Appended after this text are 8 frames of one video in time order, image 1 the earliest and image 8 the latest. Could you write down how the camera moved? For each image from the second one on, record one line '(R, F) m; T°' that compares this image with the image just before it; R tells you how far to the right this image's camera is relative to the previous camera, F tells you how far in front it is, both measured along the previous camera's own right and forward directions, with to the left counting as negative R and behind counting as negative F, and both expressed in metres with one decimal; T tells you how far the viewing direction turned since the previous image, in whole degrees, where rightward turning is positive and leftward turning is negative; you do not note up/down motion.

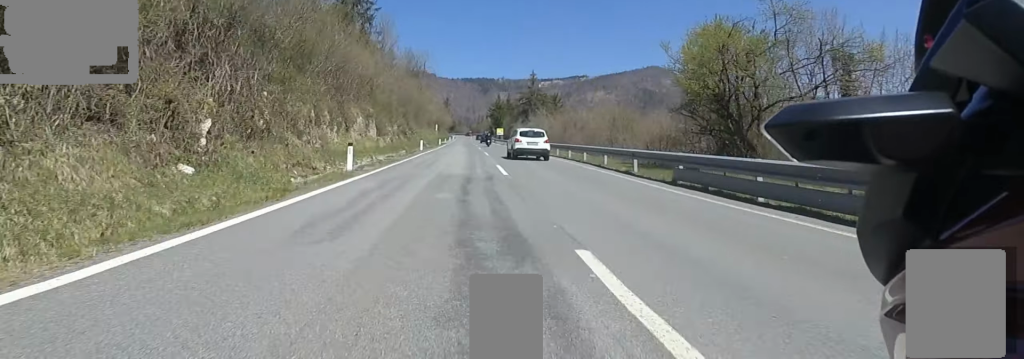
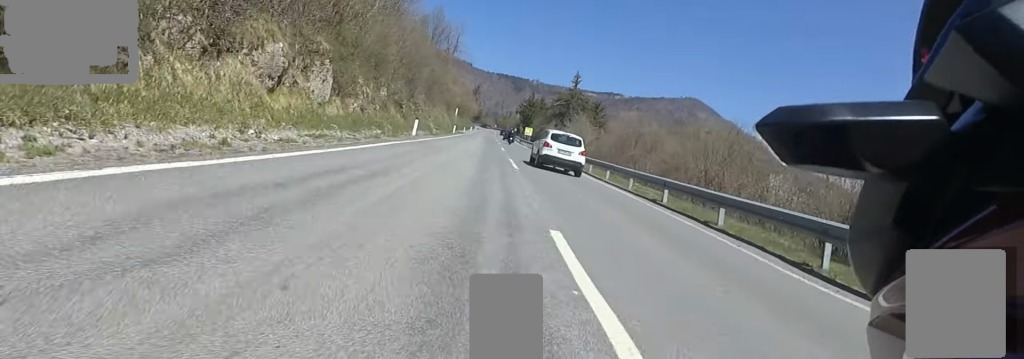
(-0.1, +14.6) m; 0°
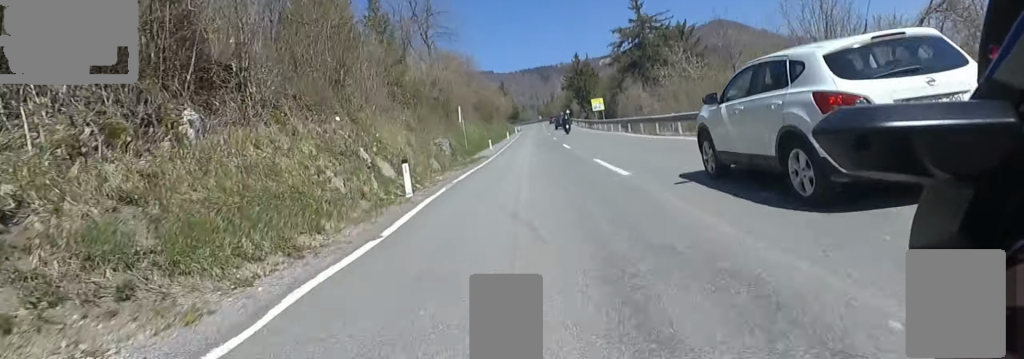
(+0.2, +35.7) m; +2°
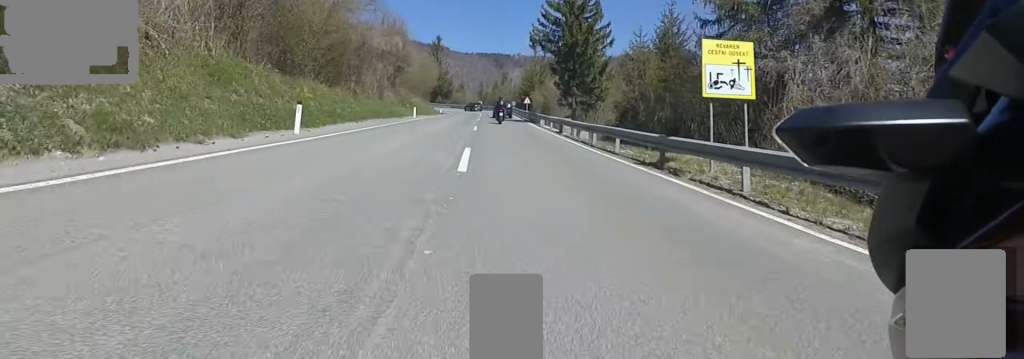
(+0.2, +42.2) m; 0°
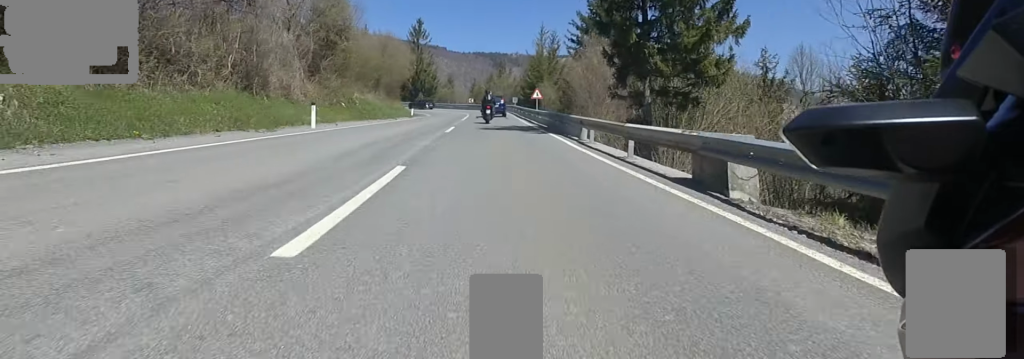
(0.0, +18.7) m; 0°
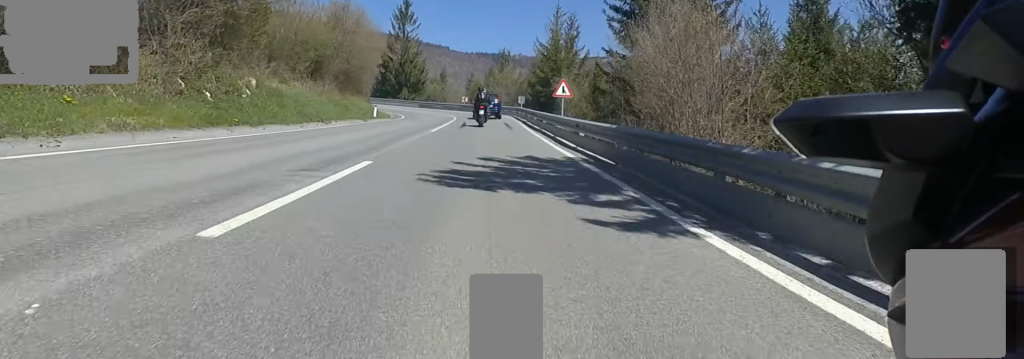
(0.0, +14.6) m; -1°
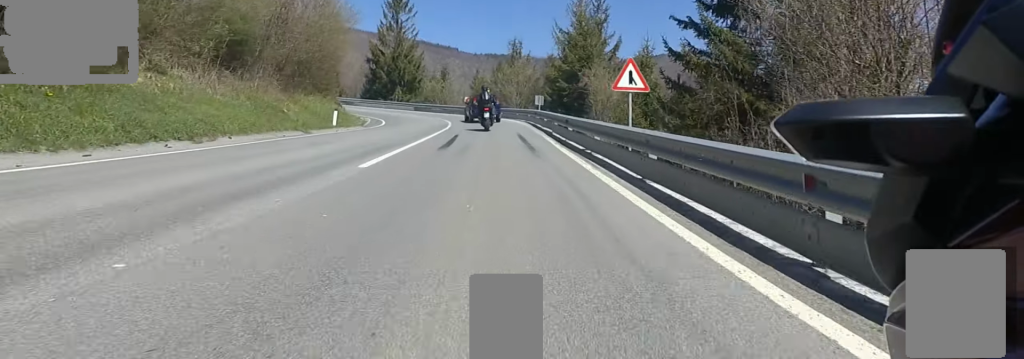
(+0.2, +10.6) m; -2°
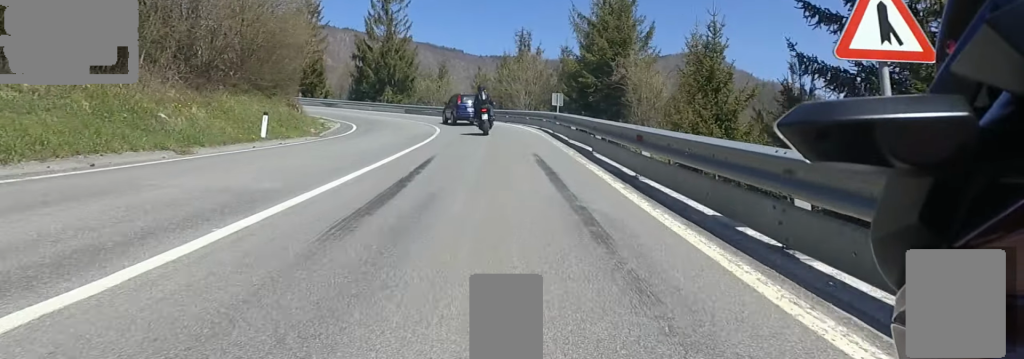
(-0.4, +7.8) m; -2°
